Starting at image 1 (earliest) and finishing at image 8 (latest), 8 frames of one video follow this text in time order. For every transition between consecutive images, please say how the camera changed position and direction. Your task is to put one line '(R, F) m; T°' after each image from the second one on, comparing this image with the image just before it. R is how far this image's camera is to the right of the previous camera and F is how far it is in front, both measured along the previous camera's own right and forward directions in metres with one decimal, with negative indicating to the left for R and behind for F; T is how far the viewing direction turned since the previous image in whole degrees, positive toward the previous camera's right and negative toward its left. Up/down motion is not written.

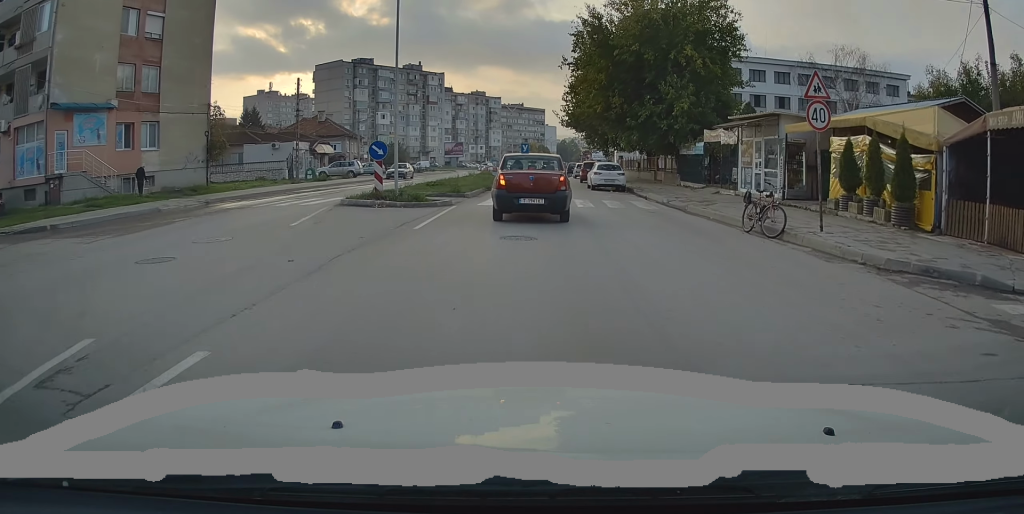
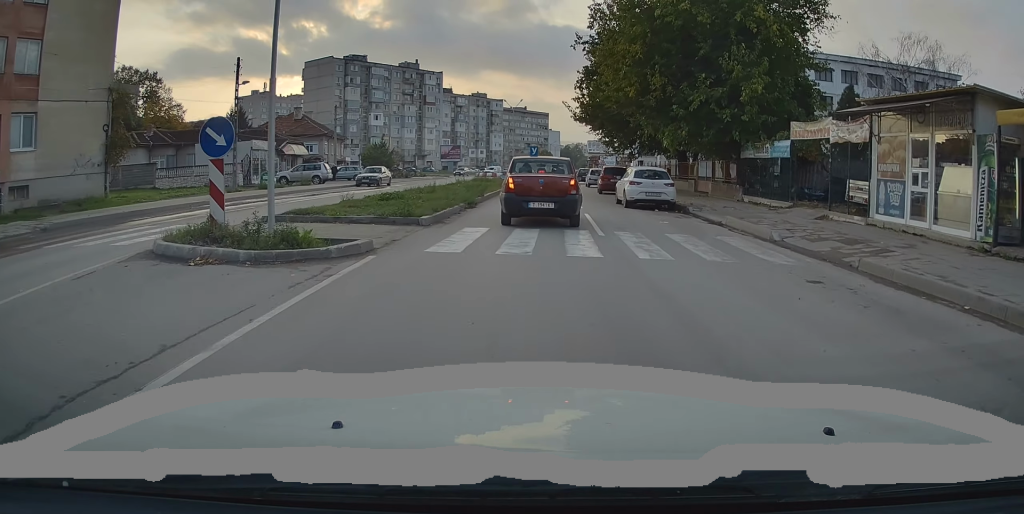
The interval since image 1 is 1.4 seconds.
(+0.4, +10.4) m; +3°
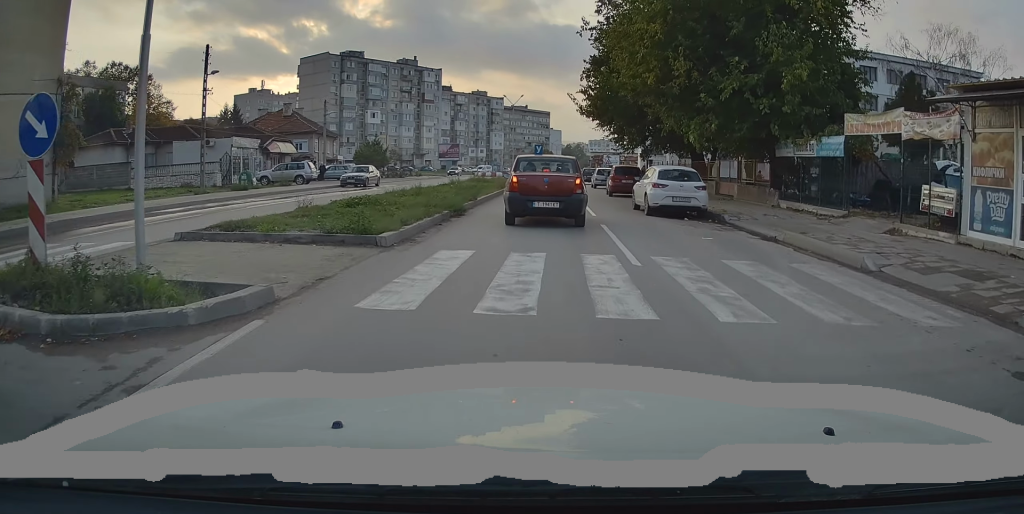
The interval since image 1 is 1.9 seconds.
(-0.1, +3.8) m; -1°
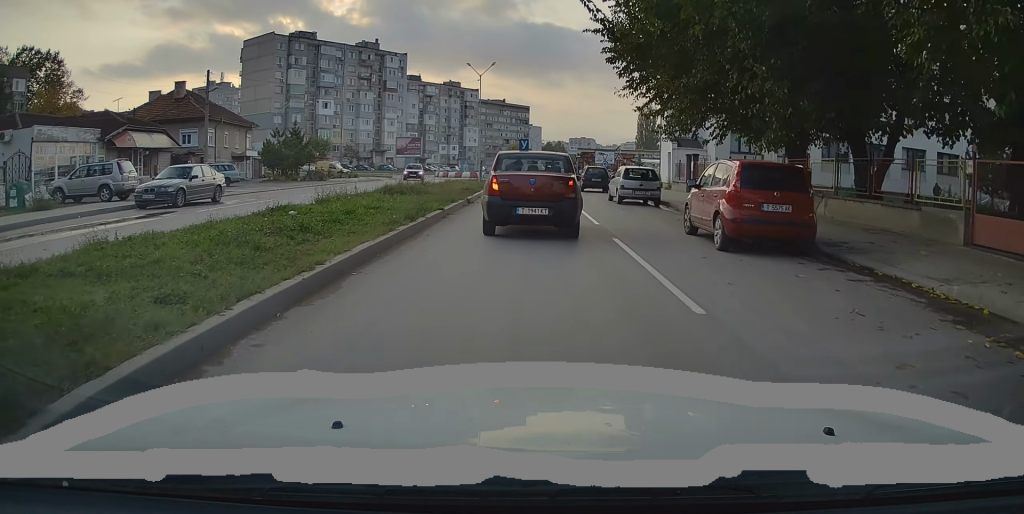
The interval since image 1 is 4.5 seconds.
(-0.6, +20.7) m; -2°
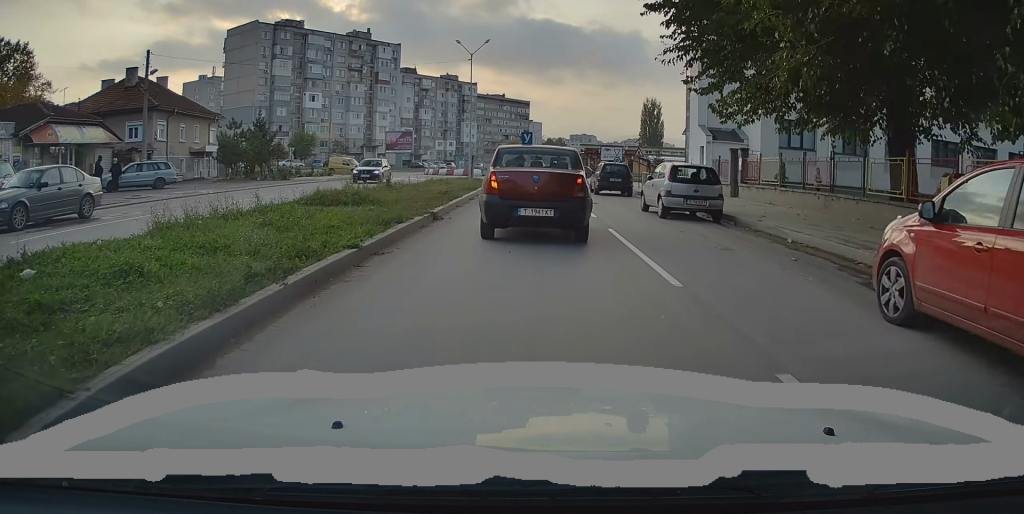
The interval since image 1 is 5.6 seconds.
(0.0, +7.7) m; +1°
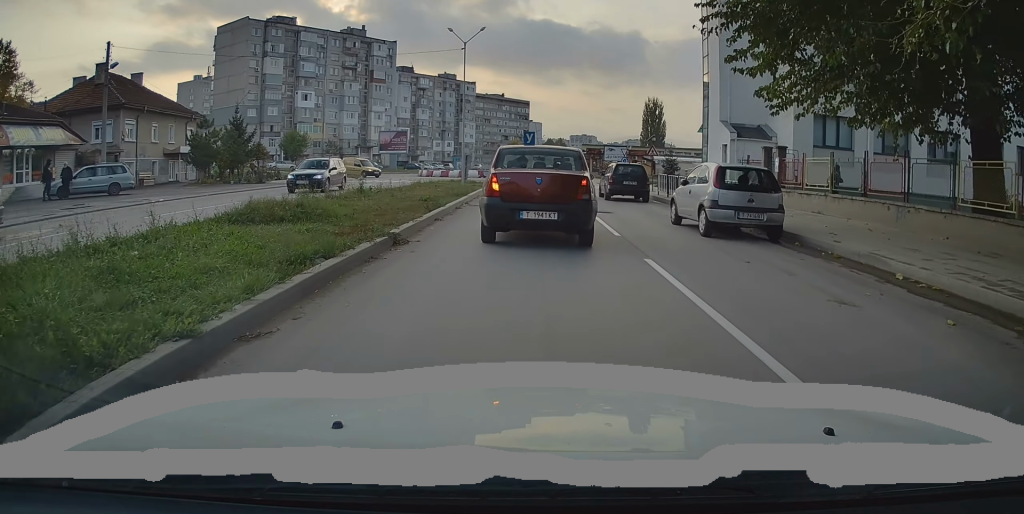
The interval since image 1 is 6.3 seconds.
(+0.2, +4.0) m; -2°
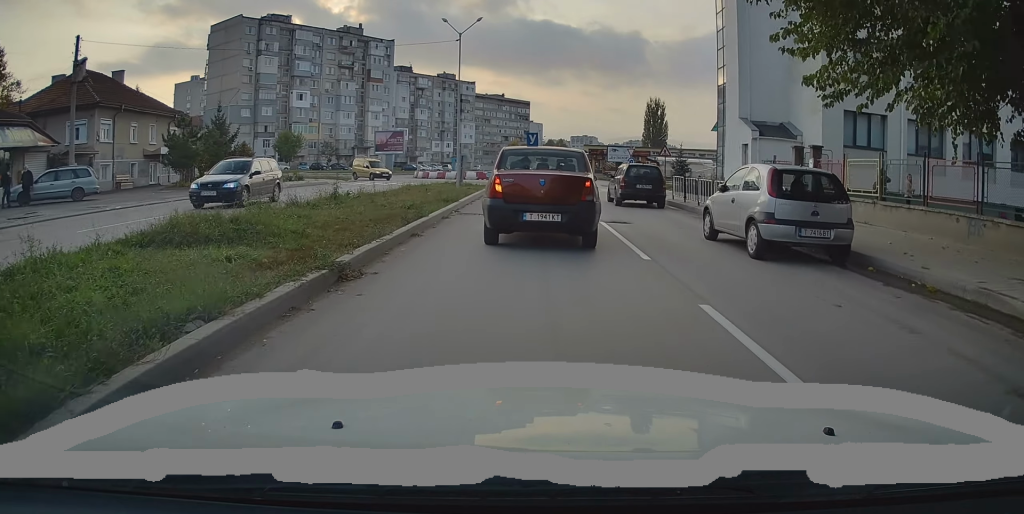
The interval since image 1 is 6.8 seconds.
(-0.2, +2.8) m; -1°
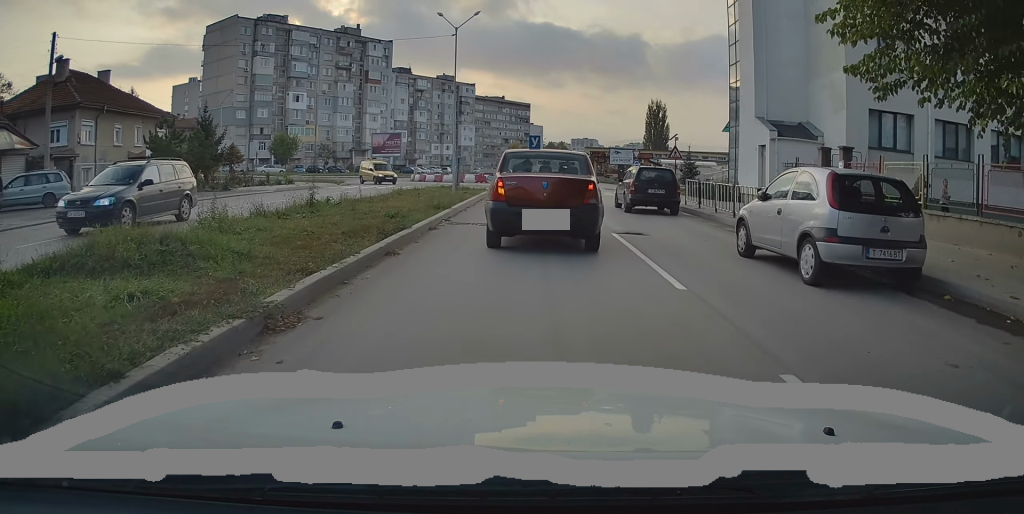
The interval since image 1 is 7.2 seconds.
(-0.2, +2.0) m; -1°
